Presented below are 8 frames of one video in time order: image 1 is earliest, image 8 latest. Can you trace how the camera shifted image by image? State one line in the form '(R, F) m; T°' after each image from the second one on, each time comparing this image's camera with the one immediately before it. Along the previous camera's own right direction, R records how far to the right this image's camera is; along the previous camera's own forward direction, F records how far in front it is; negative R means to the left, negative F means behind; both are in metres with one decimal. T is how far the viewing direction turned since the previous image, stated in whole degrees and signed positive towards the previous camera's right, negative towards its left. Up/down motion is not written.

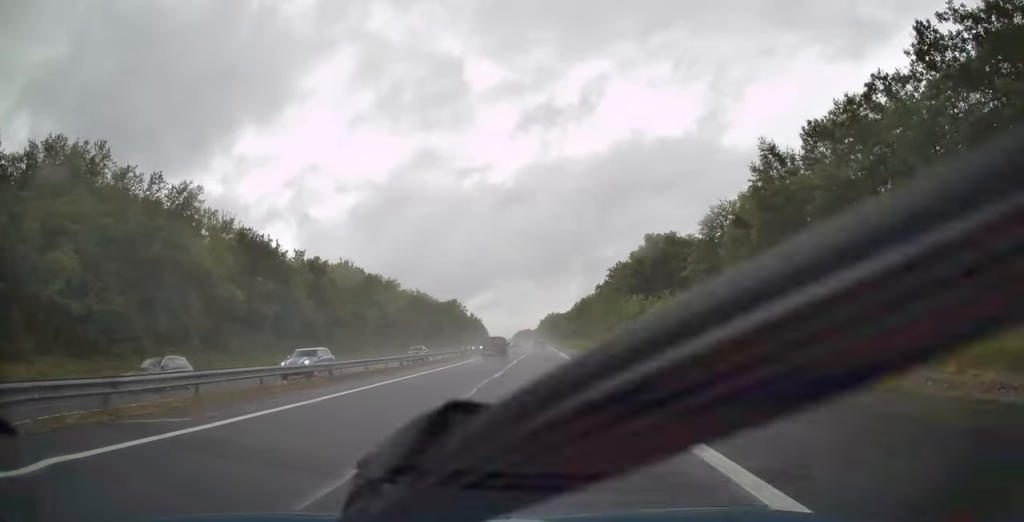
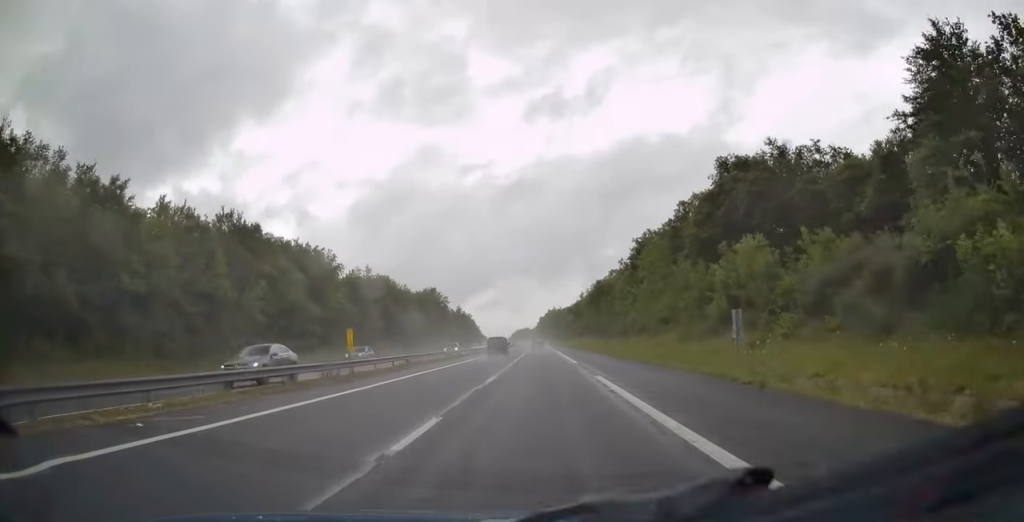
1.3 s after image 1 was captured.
(-0.1, +42.4) m; 0°
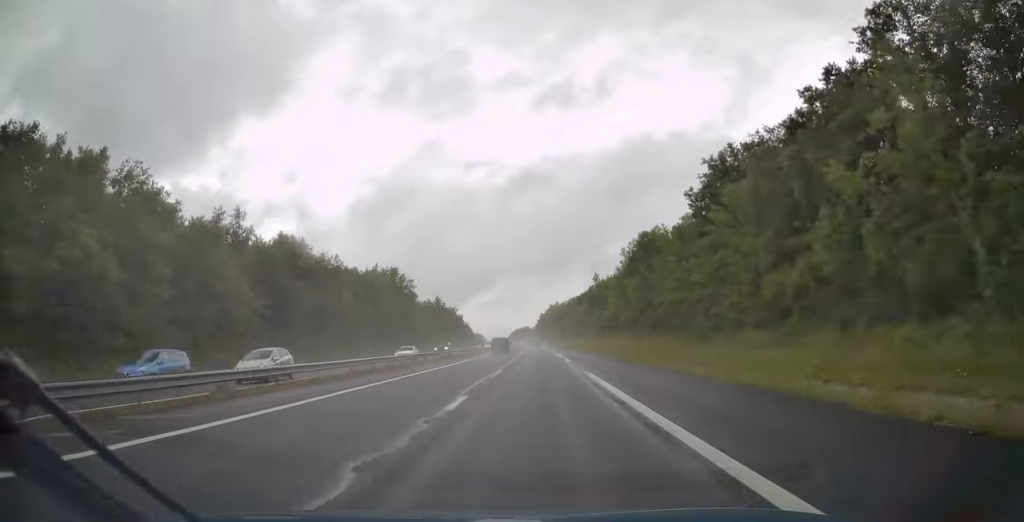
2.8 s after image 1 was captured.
(+0.1, +48.4) m; 0°
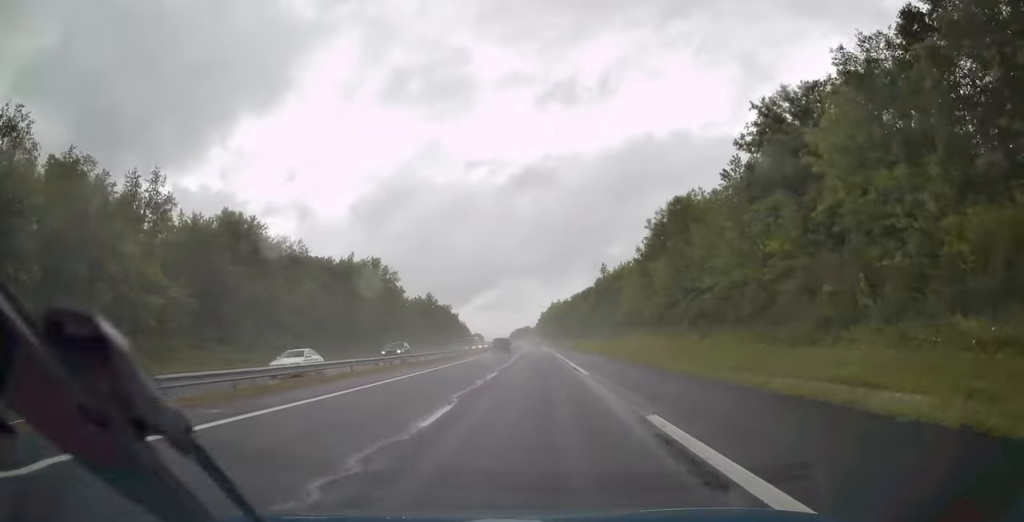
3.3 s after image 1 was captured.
(+0.1, +15.1) m; 0°
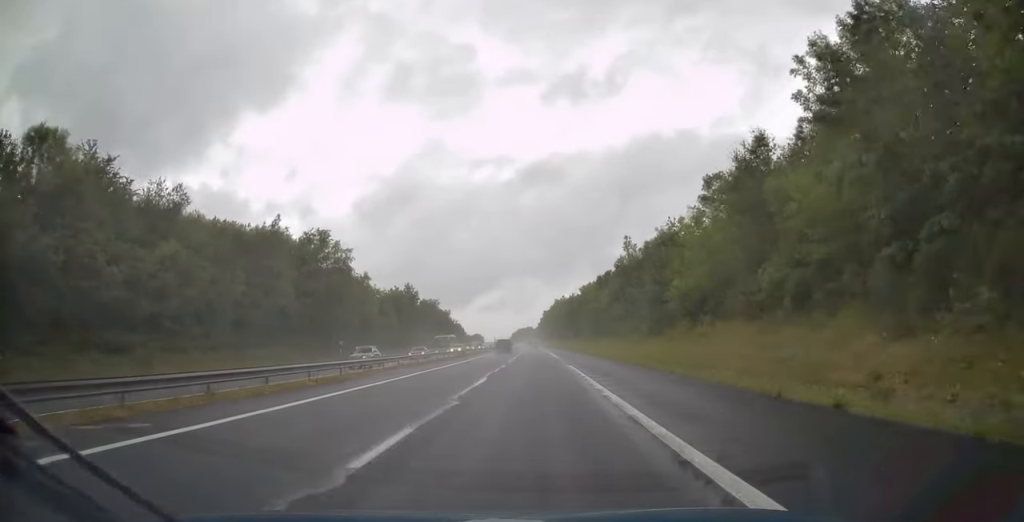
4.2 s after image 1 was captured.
(-0.2, +29.6) m; -1°
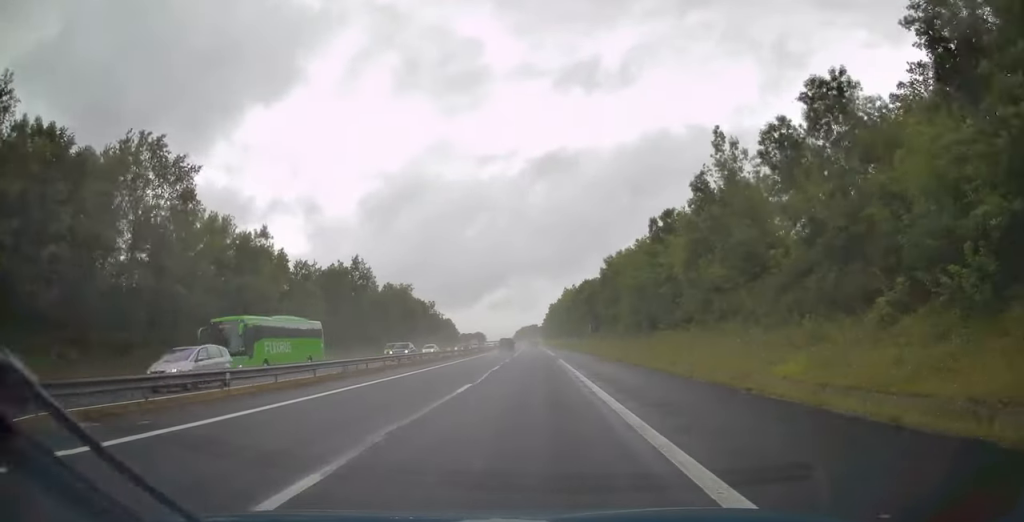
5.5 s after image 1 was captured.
(-0.2, +42.9) m; -1°
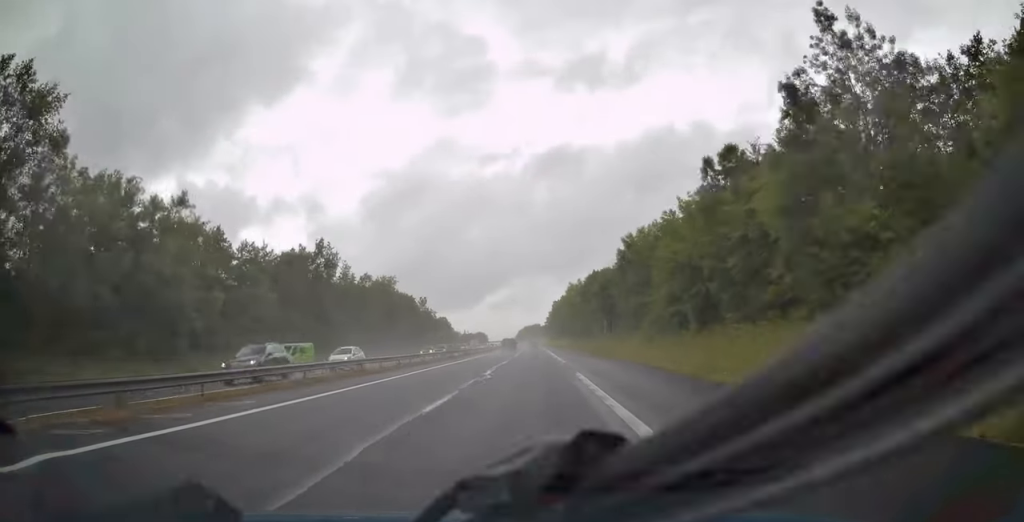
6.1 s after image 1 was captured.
(-0.1, +17.2) m; 0°
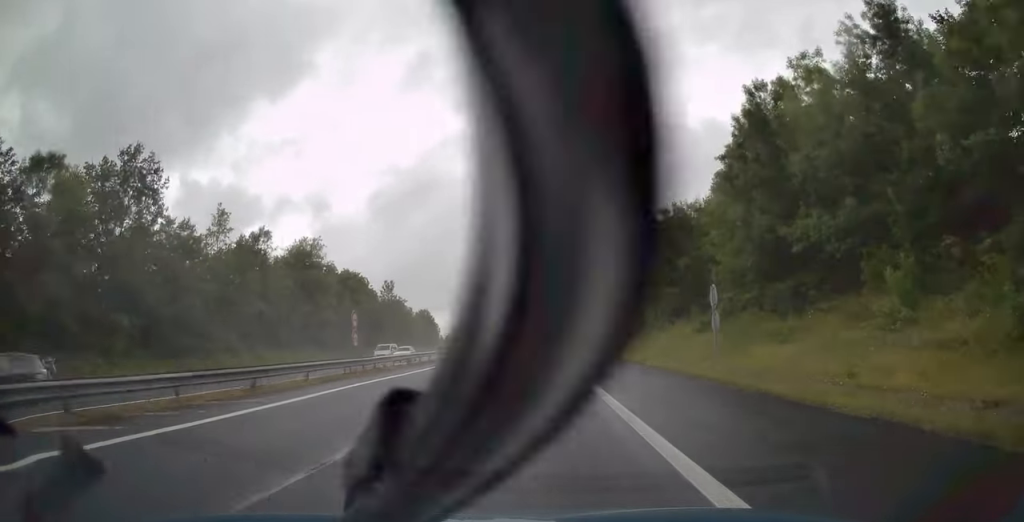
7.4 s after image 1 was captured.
(-0.1, +42.4) m; 0°
